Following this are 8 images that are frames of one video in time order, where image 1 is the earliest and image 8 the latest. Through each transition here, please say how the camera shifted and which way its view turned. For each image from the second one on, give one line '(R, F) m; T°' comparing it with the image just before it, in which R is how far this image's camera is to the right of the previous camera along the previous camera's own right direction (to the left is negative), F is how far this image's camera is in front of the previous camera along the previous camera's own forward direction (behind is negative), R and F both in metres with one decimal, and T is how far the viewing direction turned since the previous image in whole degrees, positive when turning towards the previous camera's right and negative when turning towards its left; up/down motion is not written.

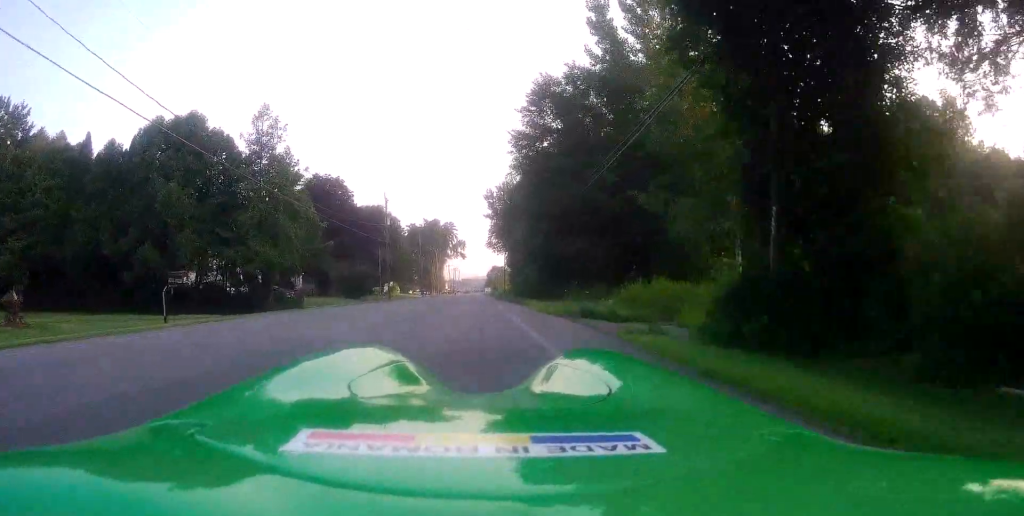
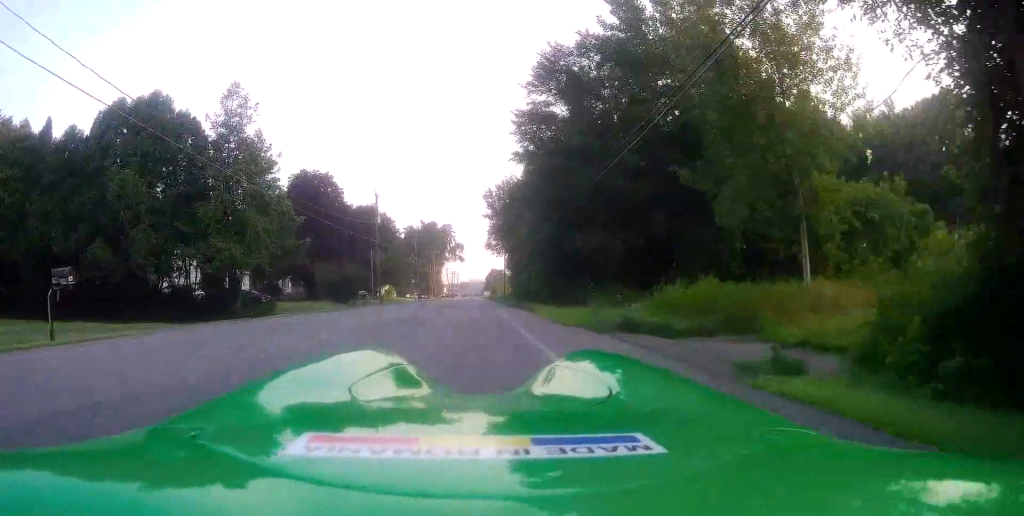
(-0.1, +4.8) m; +1°
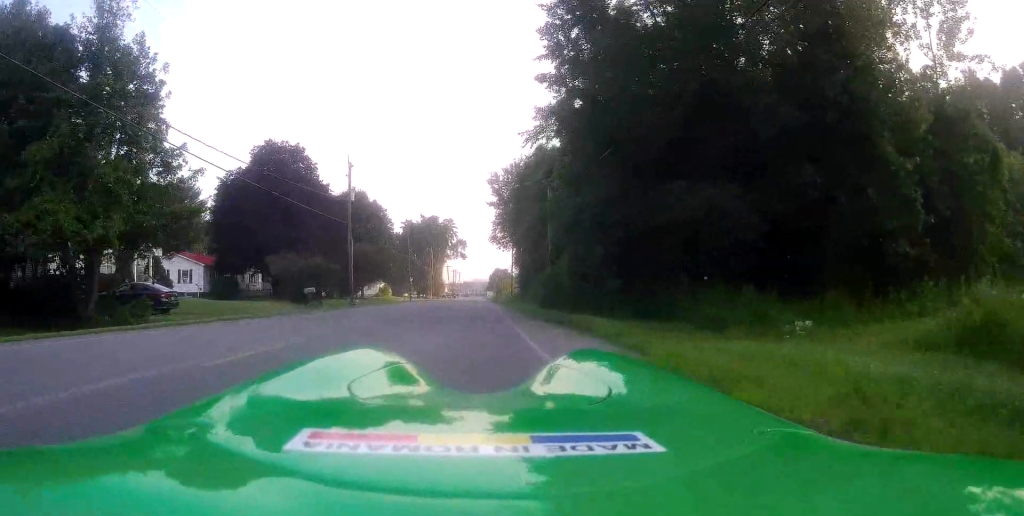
(+0.4, +13.1) m; +2°
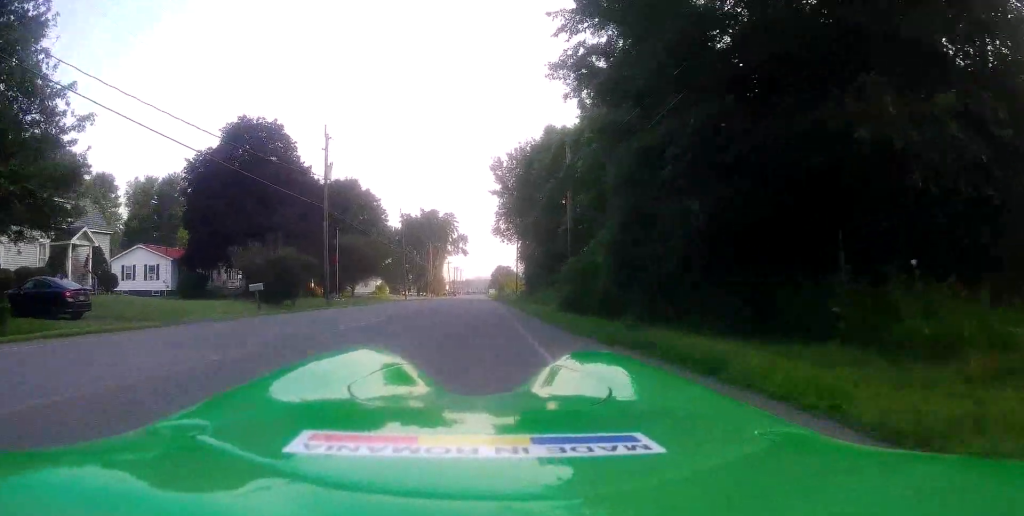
(-0.1, +6.6) m; -1°
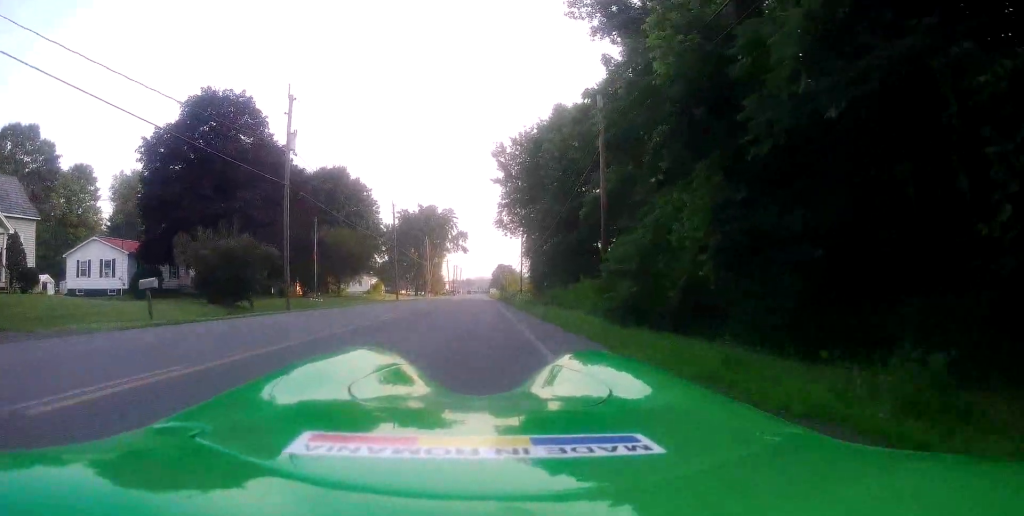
(-0.1, +7.4) m; -1°
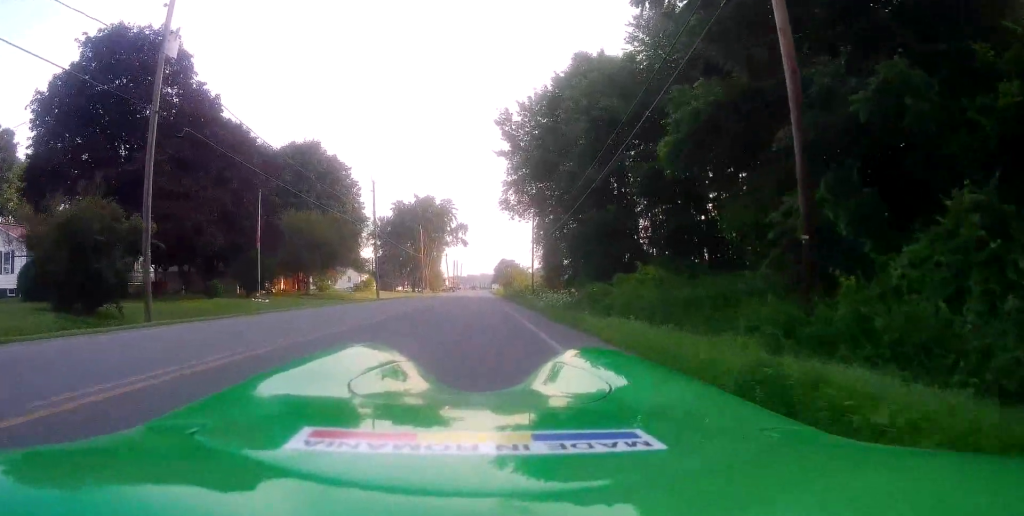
(0.0, +12.0) m; 0°
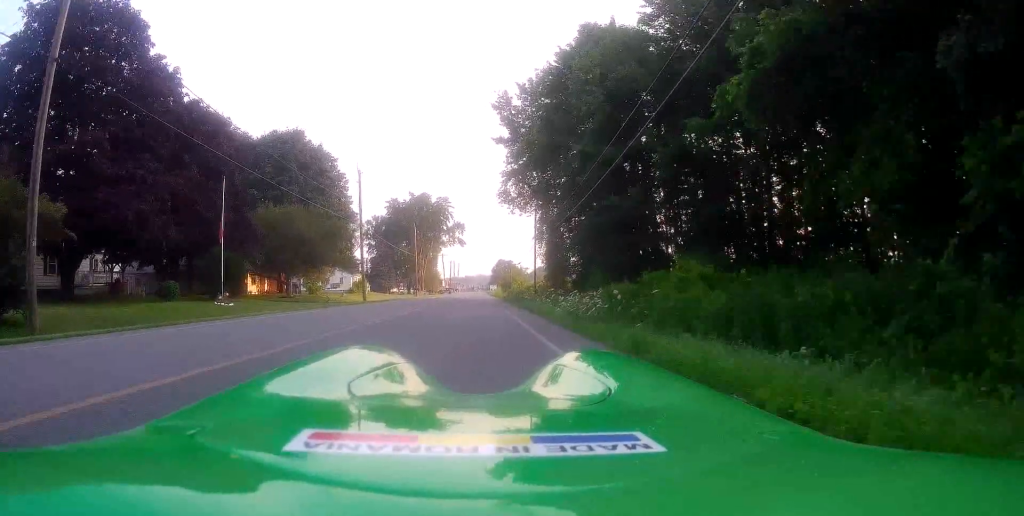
(0.0, +4.7) m; 0°
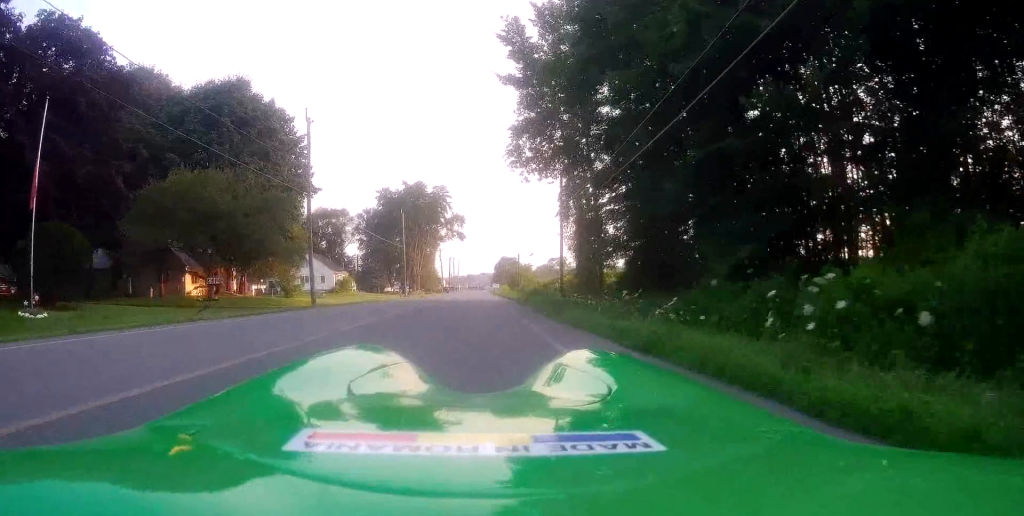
(+0.1, +14.3) m; -1°
